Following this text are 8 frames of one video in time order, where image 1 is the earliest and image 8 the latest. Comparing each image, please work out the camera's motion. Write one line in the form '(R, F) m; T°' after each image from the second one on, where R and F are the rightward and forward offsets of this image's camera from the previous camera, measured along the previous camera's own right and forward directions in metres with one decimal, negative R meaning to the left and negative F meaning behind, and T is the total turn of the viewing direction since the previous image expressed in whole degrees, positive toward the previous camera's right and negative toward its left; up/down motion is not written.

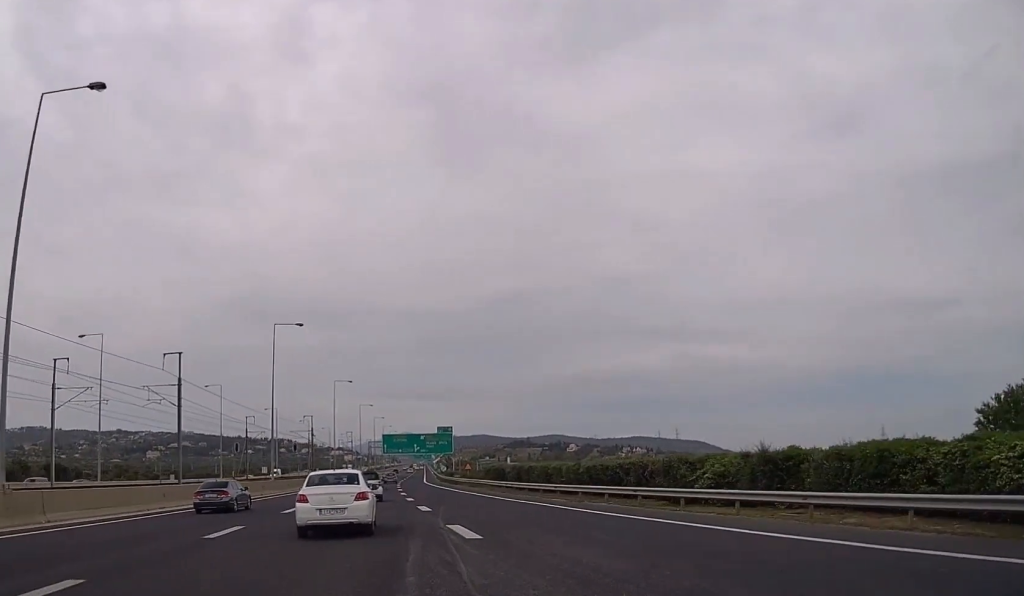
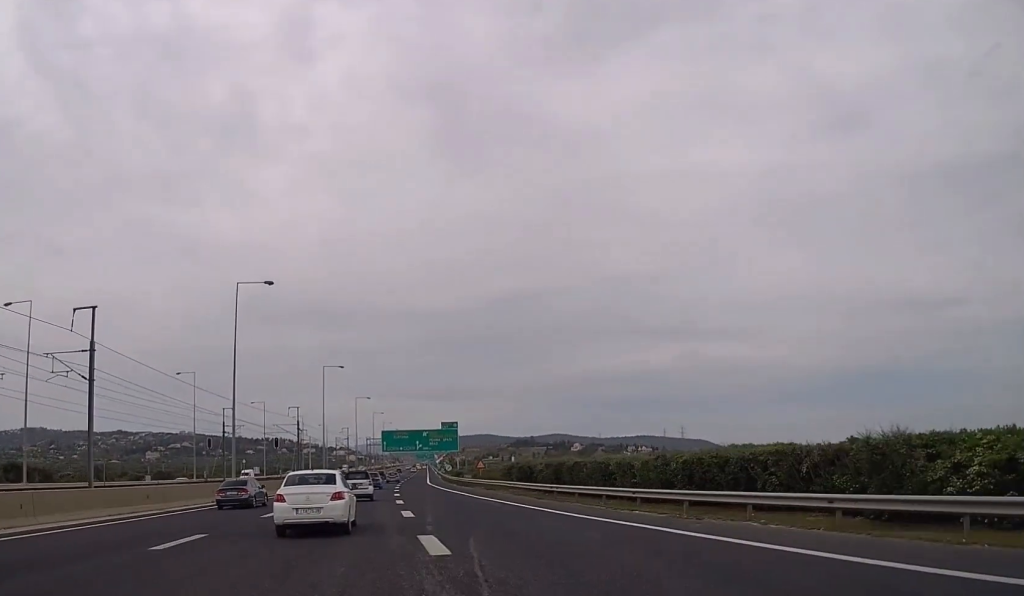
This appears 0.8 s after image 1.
(0.0, +15.2) m; 0°
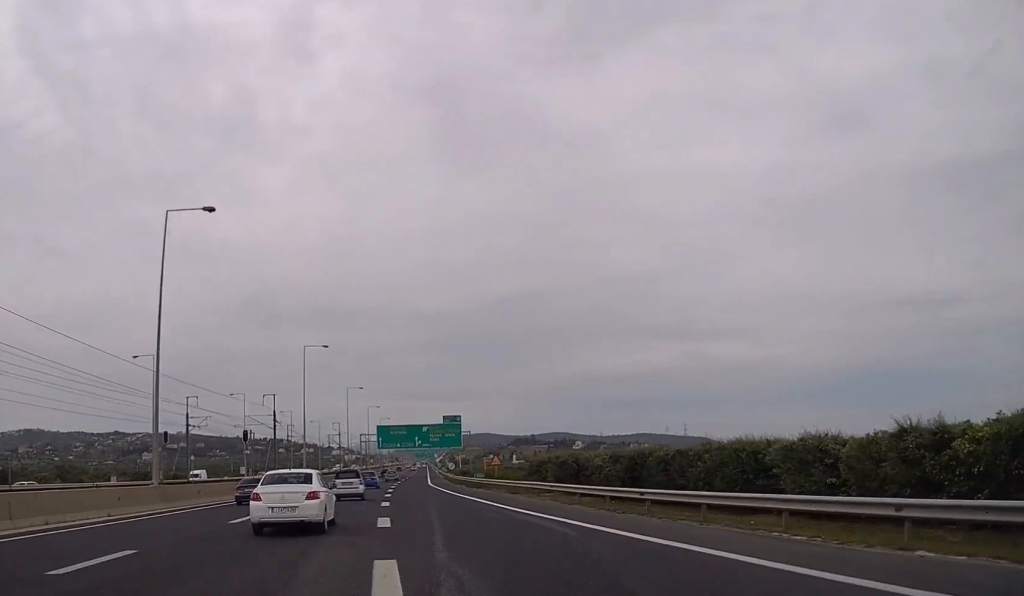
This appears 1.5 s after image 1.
(0.0, +15.7) m; 0°
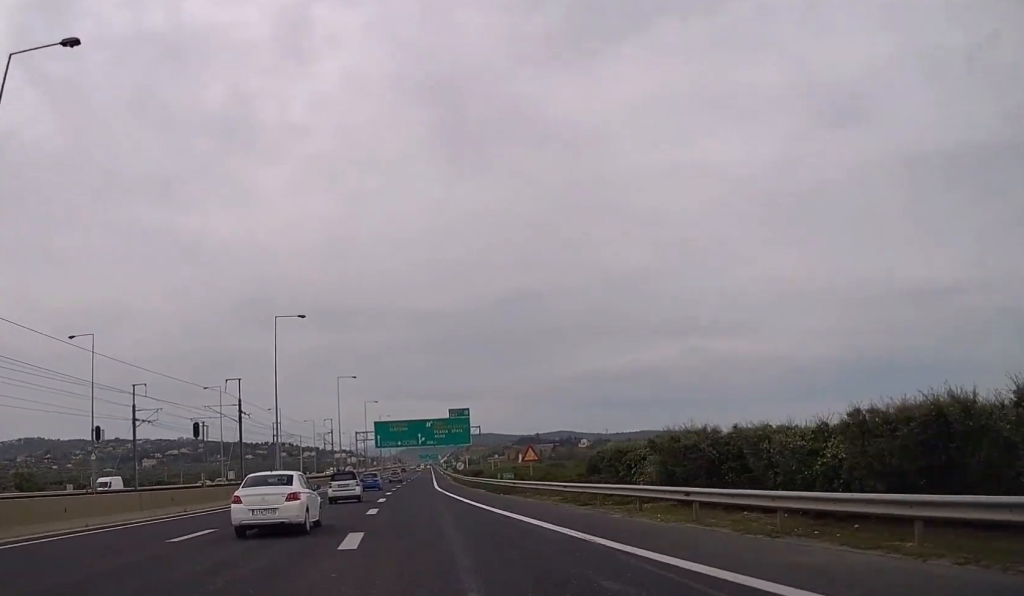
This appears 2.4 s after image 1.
(-0.1, +17.4) m; 0°
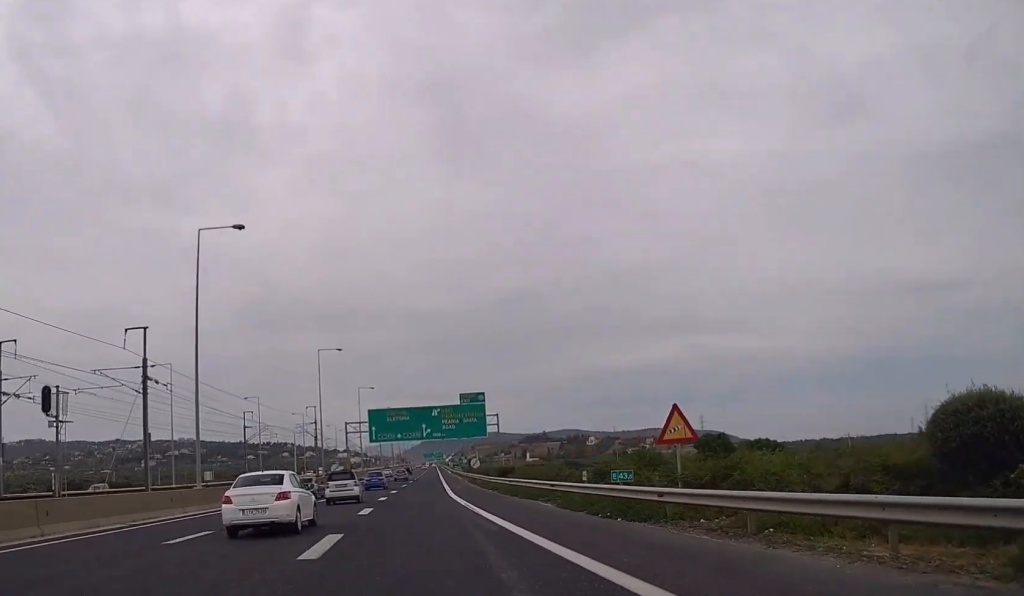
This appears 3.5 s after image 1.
(-0.1, +24.9) m; 0°
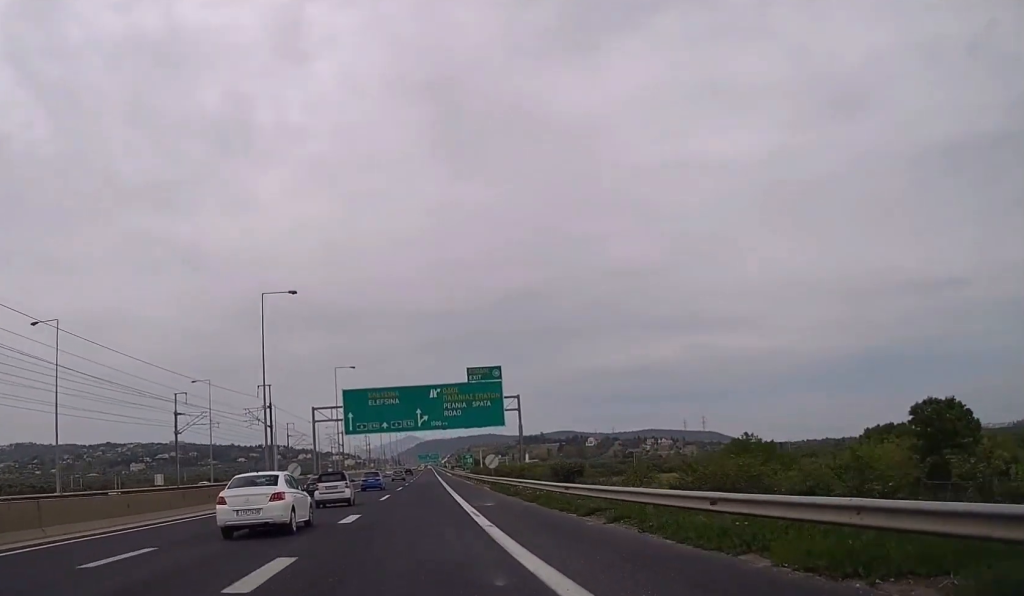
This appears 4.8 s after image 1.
(+0.2, +28.2) m; 0°
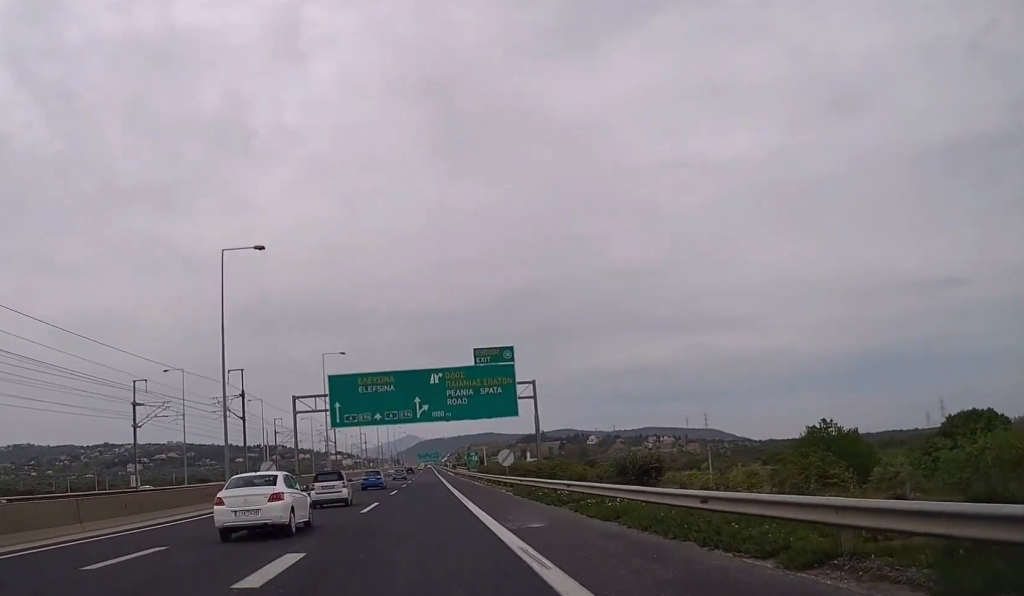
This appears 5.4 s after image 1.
(-0.1, +11.7) m; 0°
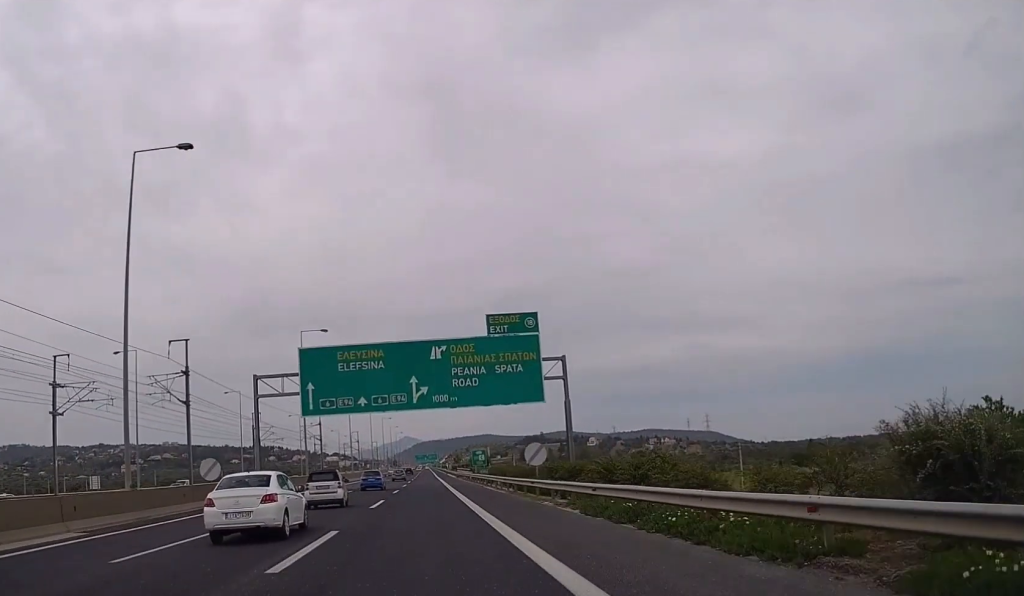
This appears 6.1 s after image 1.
(0.0, +15.4) m; 0°
